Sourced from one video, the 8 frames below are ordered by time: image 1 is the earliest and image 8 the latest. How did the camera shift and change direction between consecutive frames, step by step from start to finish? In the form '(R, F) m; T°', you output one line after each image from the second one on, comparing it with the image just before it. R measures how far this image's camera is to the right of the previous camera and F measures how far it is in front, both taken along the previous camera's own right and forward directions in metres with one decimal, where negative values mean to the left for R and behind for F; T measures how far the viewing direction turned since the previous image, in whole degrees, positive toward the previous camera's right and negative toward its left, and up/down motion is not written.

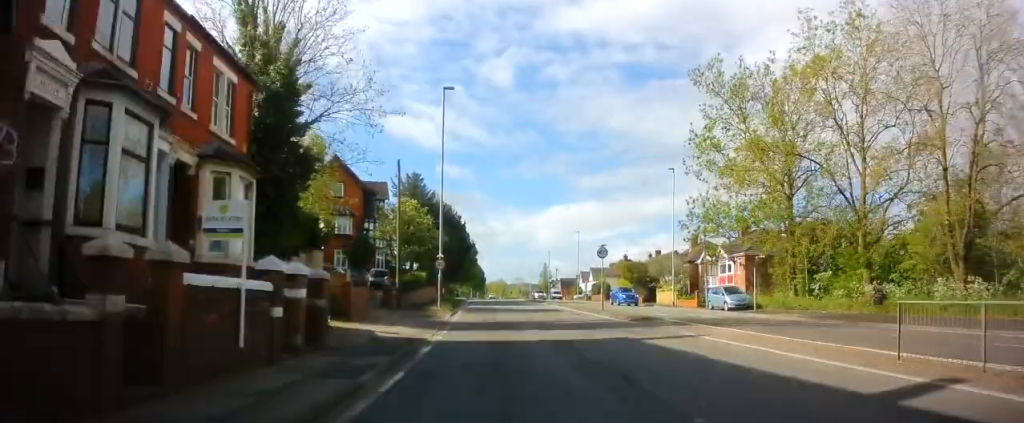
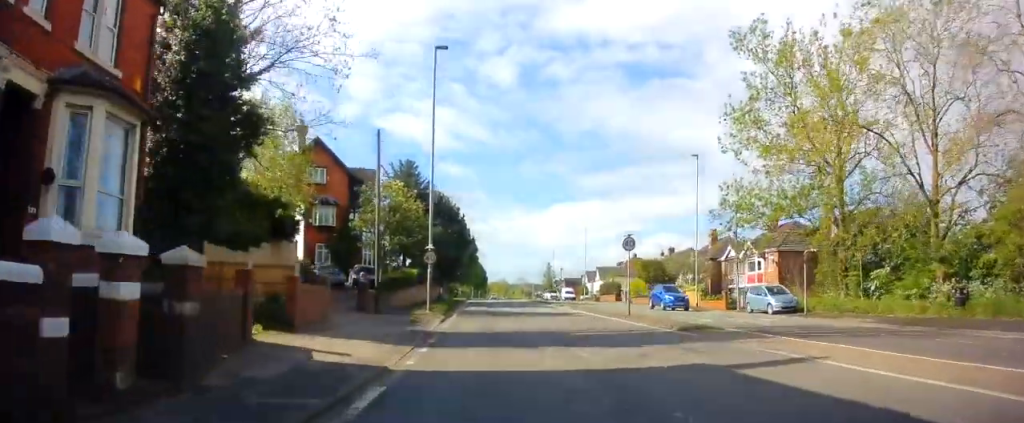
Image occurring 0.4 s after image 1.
(-0.1, +5.7) m; 0°
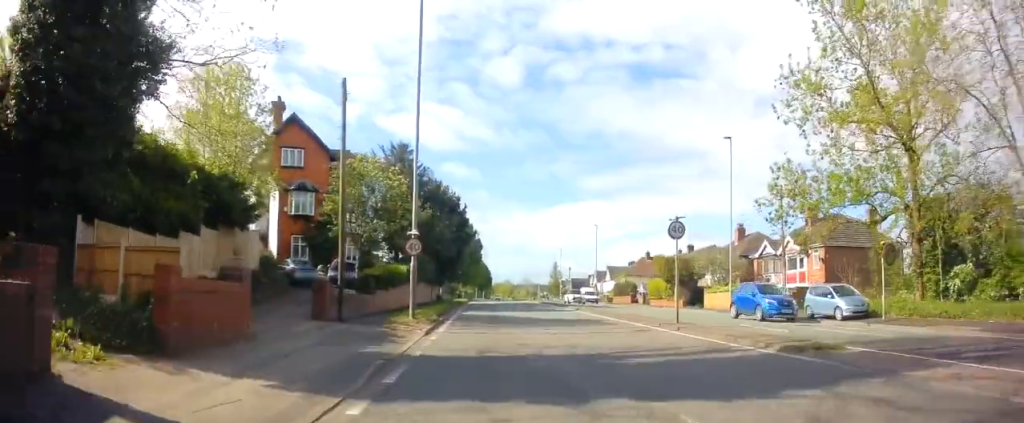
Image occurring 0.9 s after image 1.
(0.0, +6.2) m; 0°
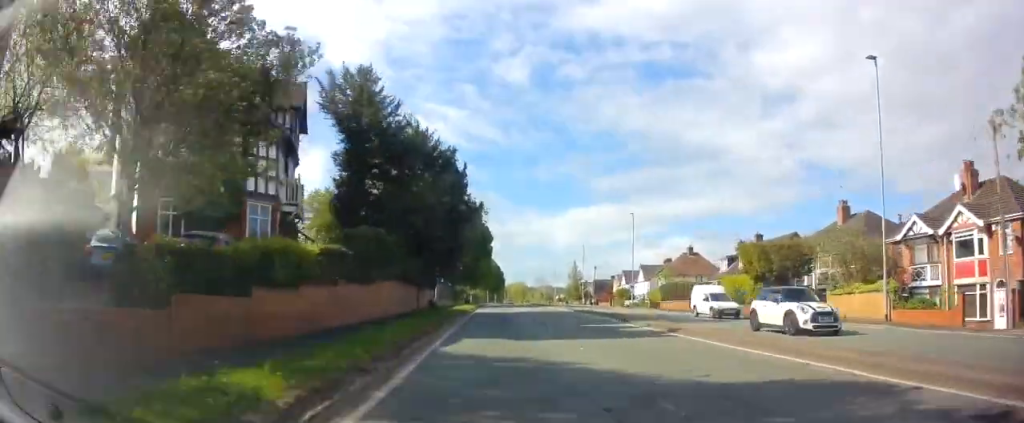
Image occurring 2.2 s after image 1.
(0.0, +17.0) m; 0°
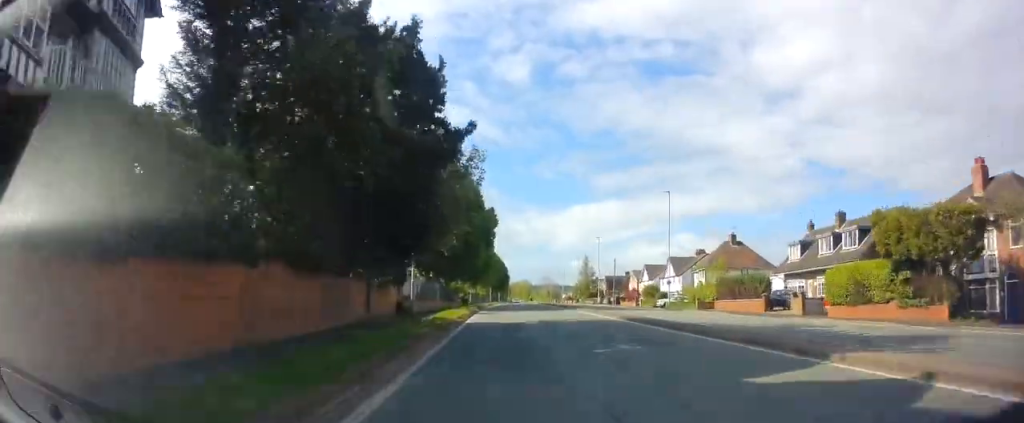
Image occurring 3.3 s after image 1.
(0.0, +14.9) m; 0°
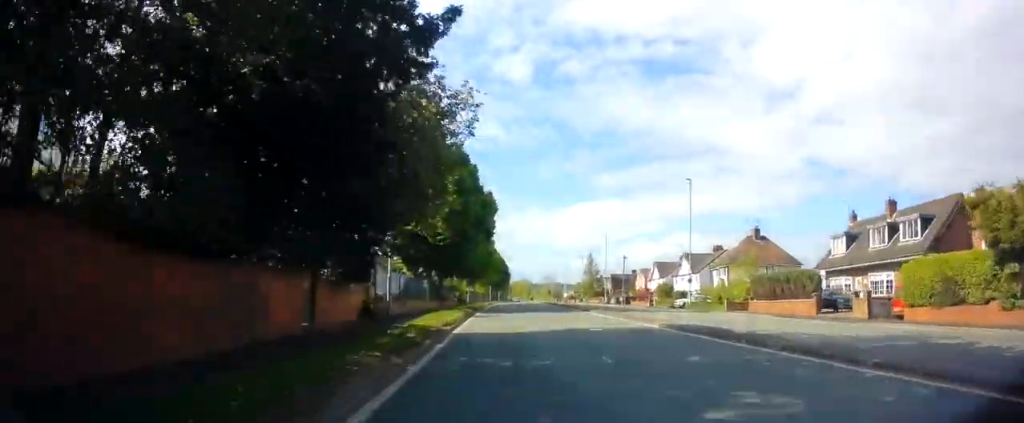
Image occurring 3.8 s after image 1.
(0.0, +6.8) m; 0°
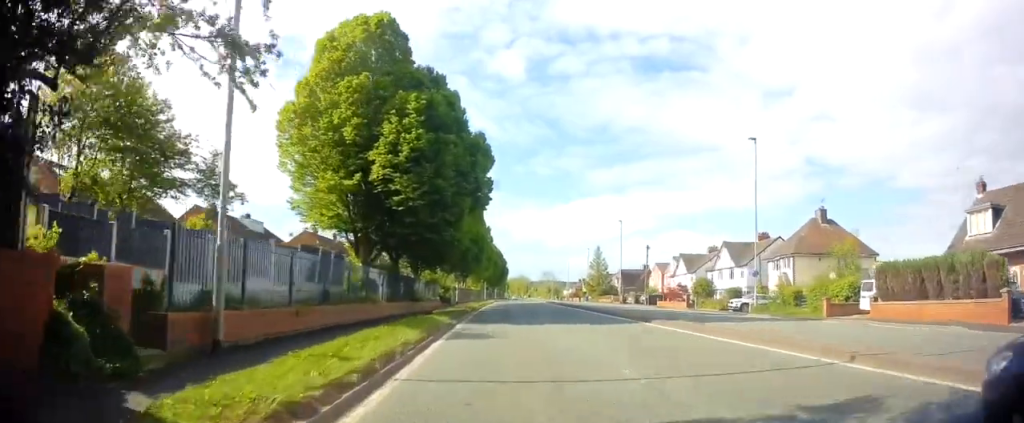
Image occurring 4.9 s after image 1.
(-0.1, +15.0) m; 0°
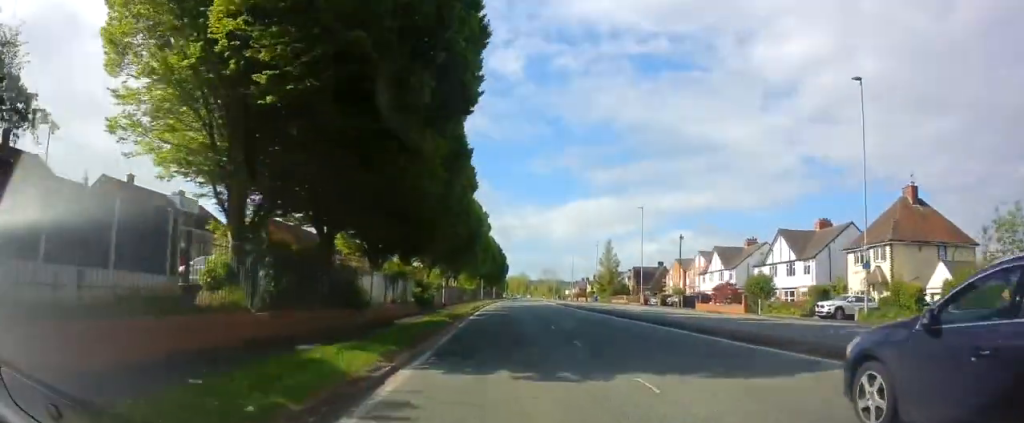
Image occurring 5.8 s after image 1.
(0.0, +13.4) m; 0°
